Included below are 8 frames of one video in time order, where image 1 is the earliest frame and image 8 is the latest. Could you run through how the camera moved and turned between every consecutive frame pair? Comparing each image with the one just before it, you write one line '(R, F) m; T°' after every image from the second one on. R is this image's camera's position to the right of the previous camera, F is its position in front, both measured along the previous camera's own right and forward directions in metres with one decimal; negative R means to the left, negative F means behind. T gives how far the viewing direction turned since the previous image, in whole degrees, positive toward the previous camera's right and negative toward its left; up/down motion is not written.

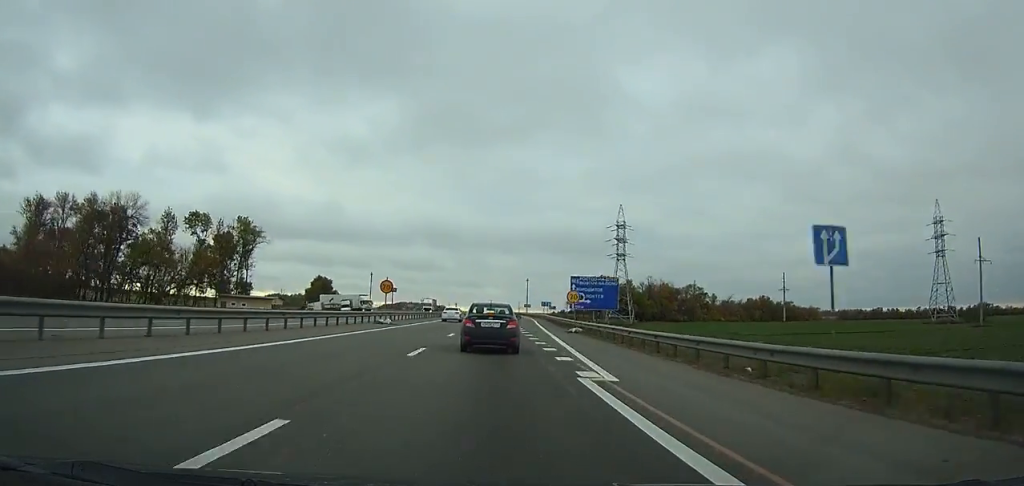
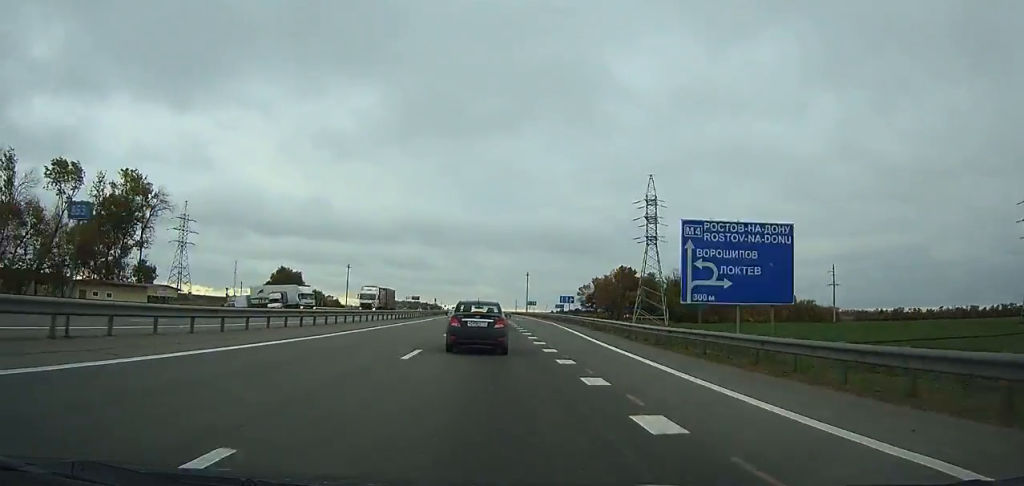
(+0.2, +37.8) m; 0°
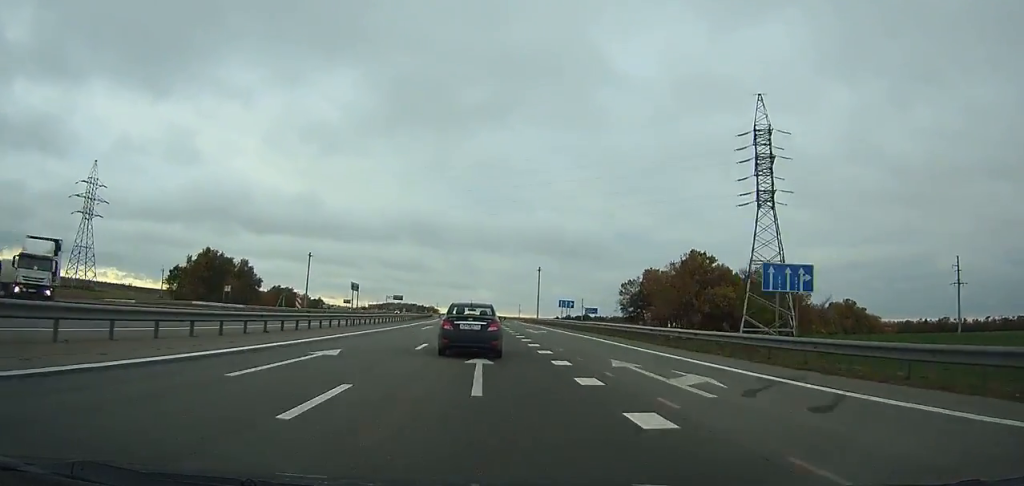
(+0.1, +58.2) m; 0°
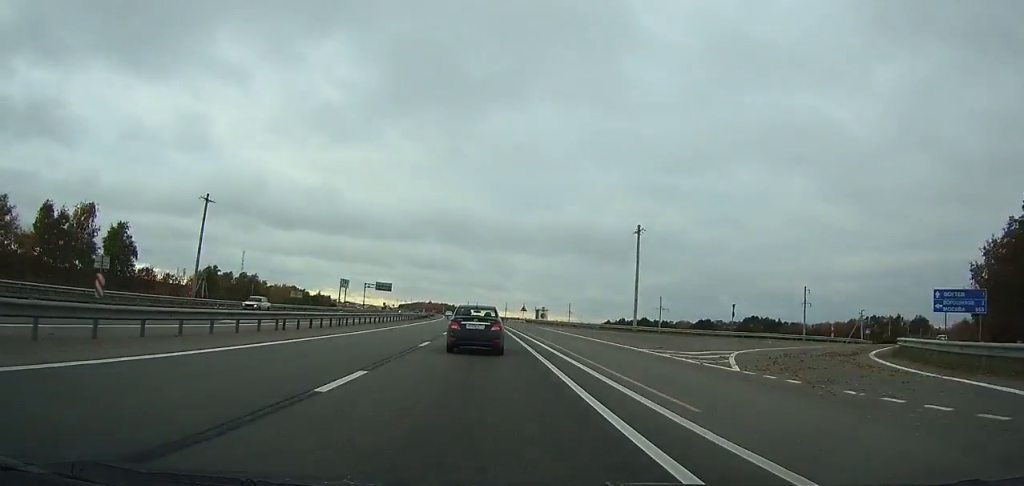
(-2.0, +95.7) m; -3°
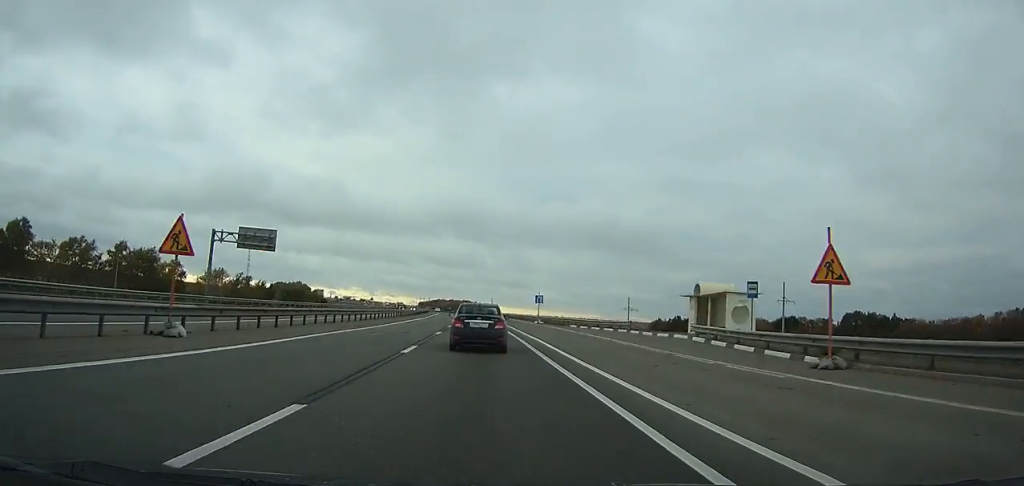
(-2.8, +88.2) m; -3°
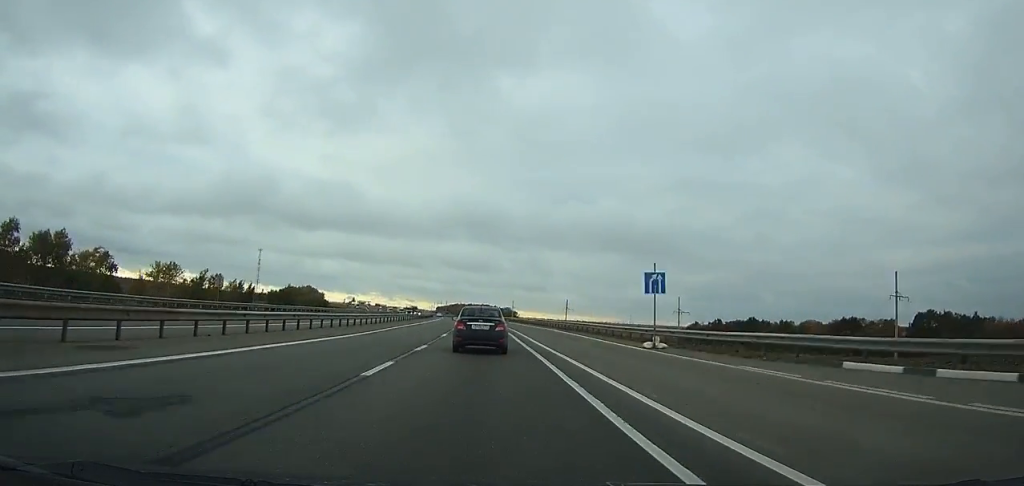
(-0.3, +39.7) m; -1°
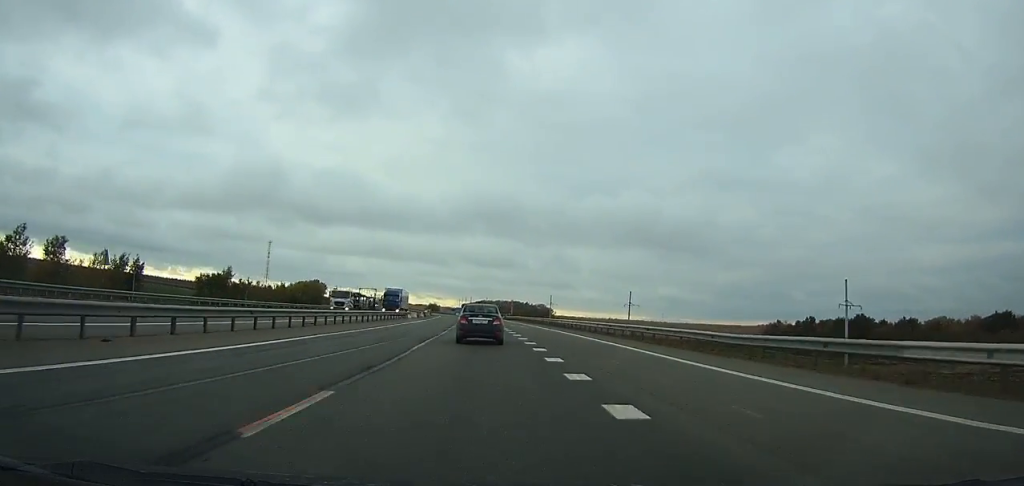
(-2.1, +82.8) m; -3°
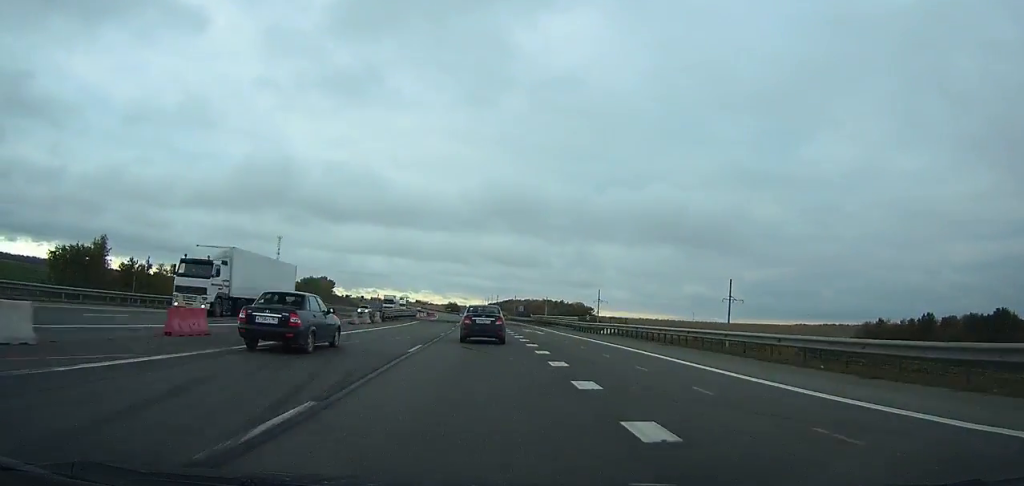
(-1.3, +70.1) m; -2°
